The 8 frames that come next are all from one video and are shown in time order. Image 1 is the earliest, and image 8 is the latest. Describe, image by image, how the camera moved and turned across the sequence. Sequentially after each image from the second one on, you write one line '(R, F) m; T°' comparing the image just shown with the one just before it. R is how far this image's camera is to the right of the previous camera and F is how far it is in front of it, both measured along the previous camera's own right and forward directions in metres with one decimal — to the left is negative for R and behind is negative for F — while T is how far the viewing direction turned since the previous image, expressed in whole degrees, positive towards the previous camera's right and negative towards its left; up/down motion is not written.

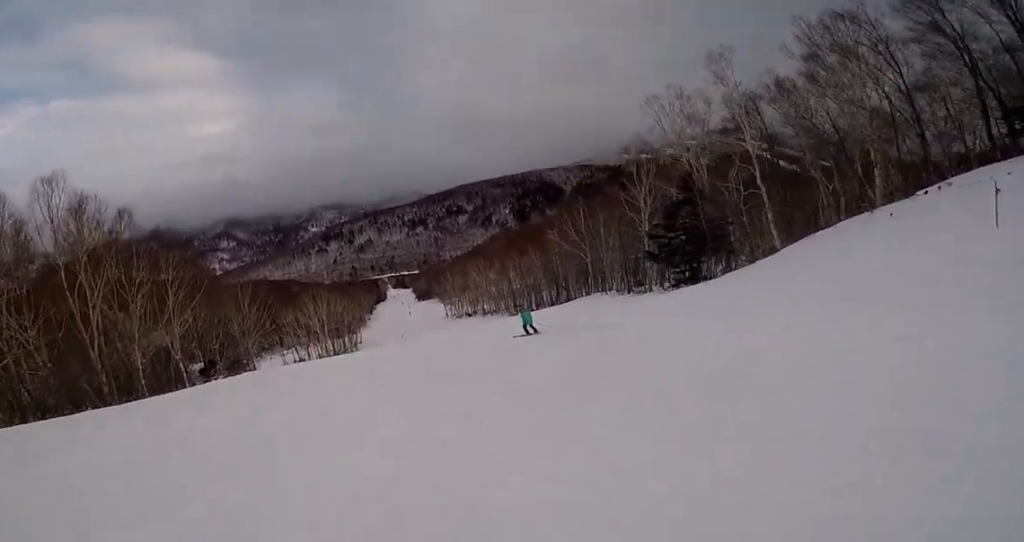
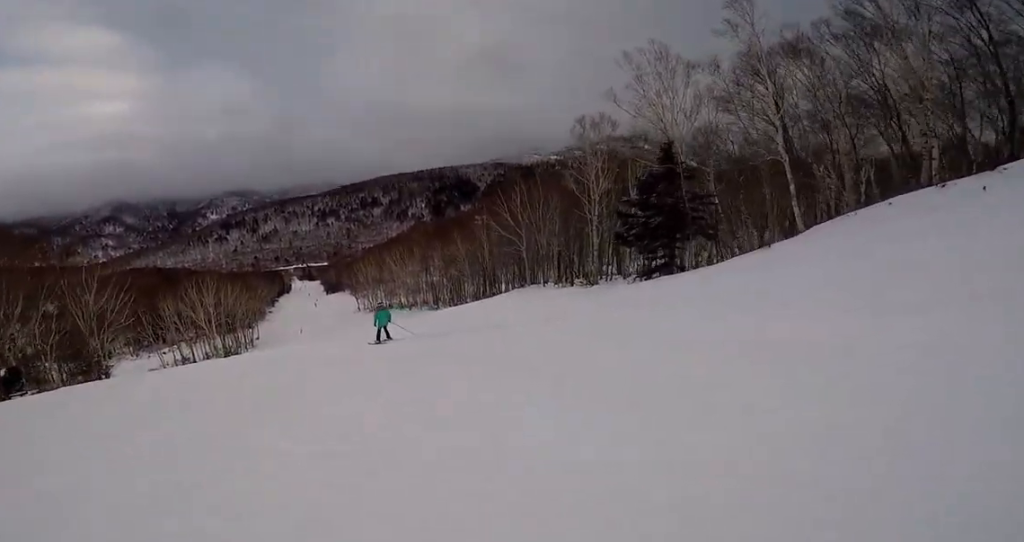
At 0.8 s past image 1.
(+0.3, +6.9) m; +3°
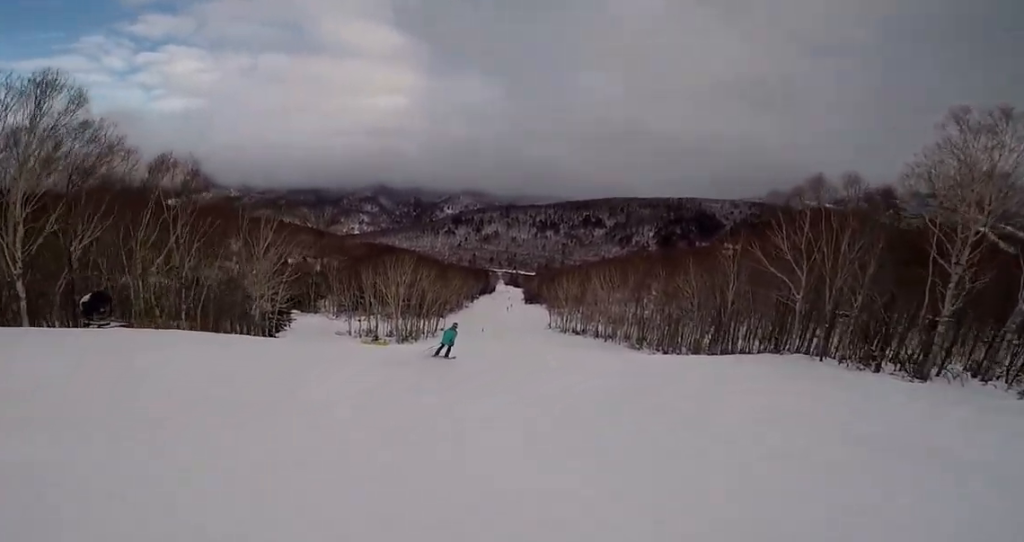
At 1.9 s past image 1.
(0.0, +8.5) m; -5°
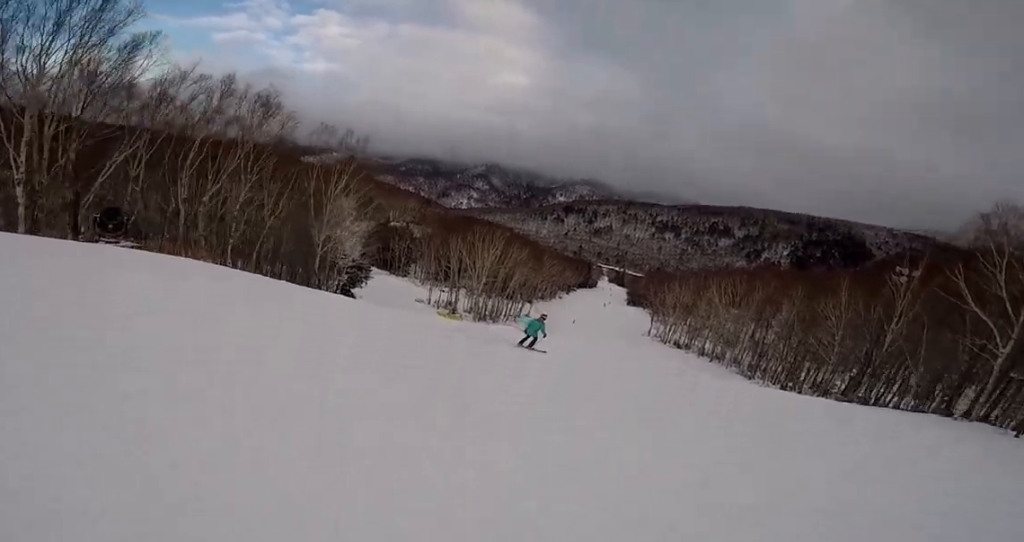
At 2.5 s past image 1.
(+0.1, +4.5) m; -7°
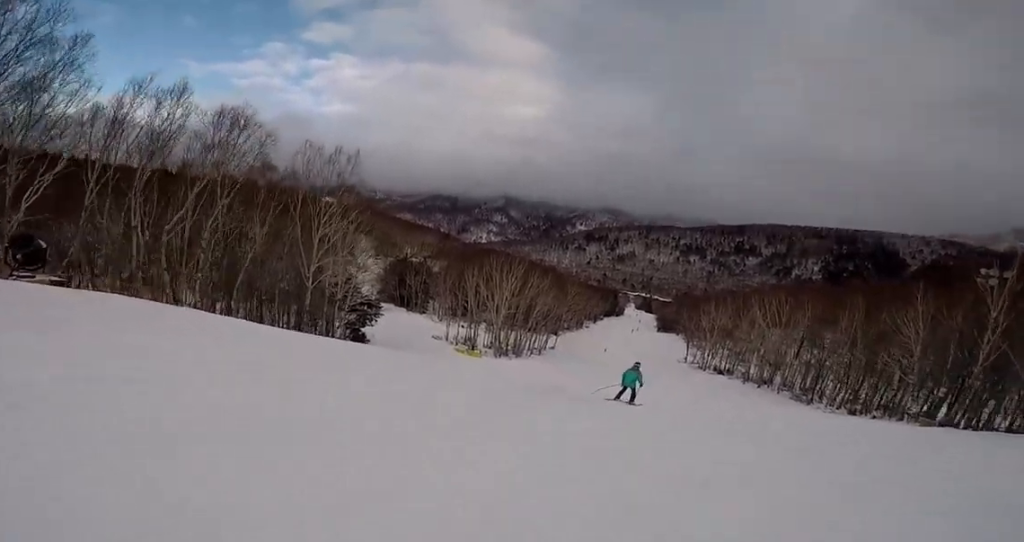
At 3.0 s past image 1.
(-0.6, +3.7) m; -11°
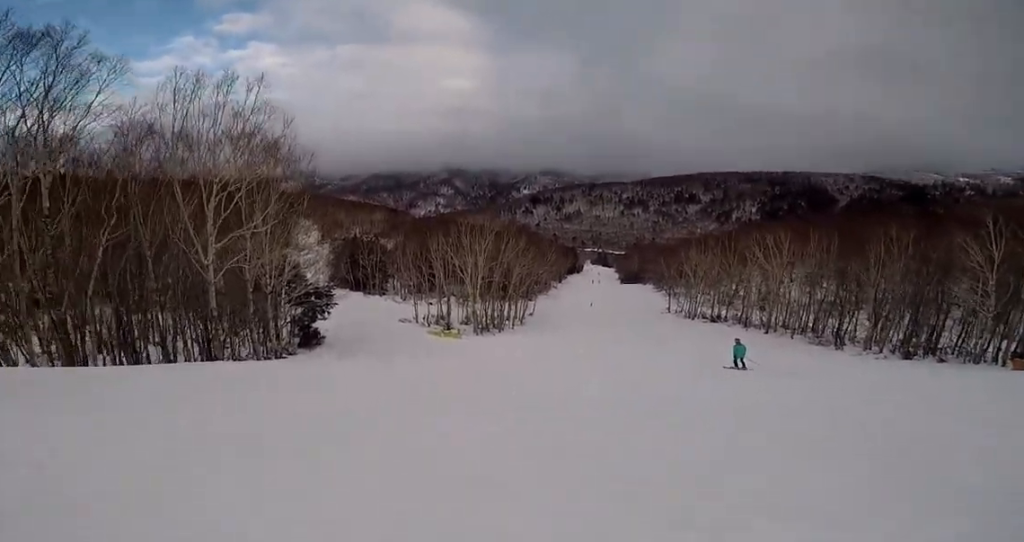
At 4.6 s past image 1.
(-0.9, +10.3) m; +8°
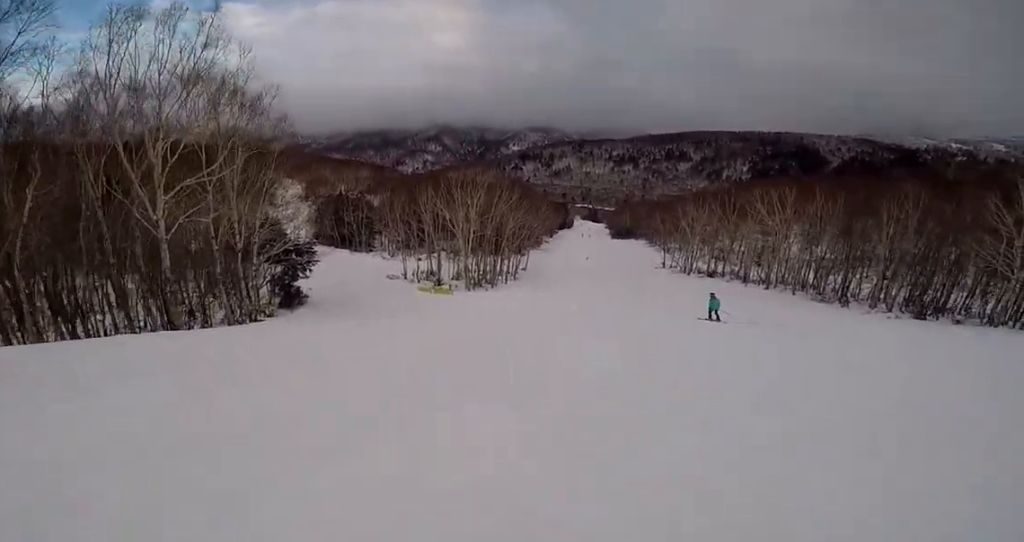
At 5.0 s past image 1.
(+0.5, +2.8) m; +7°
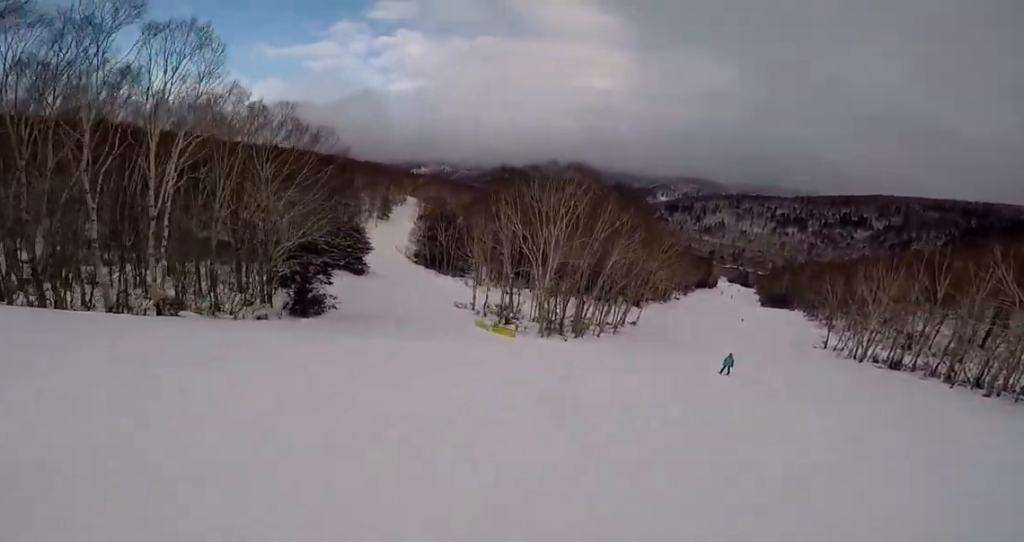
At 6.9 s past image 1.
(+2.0, +15.3) m; +8°
